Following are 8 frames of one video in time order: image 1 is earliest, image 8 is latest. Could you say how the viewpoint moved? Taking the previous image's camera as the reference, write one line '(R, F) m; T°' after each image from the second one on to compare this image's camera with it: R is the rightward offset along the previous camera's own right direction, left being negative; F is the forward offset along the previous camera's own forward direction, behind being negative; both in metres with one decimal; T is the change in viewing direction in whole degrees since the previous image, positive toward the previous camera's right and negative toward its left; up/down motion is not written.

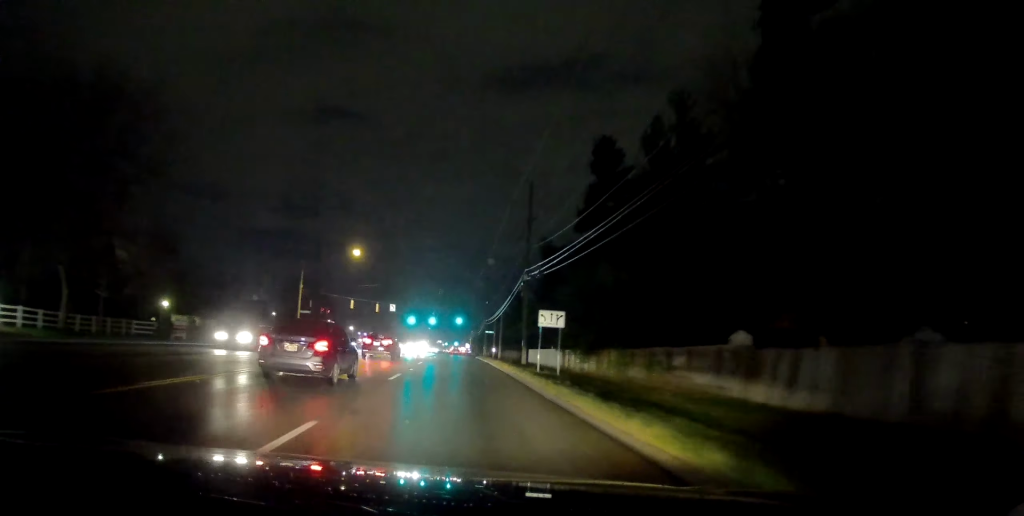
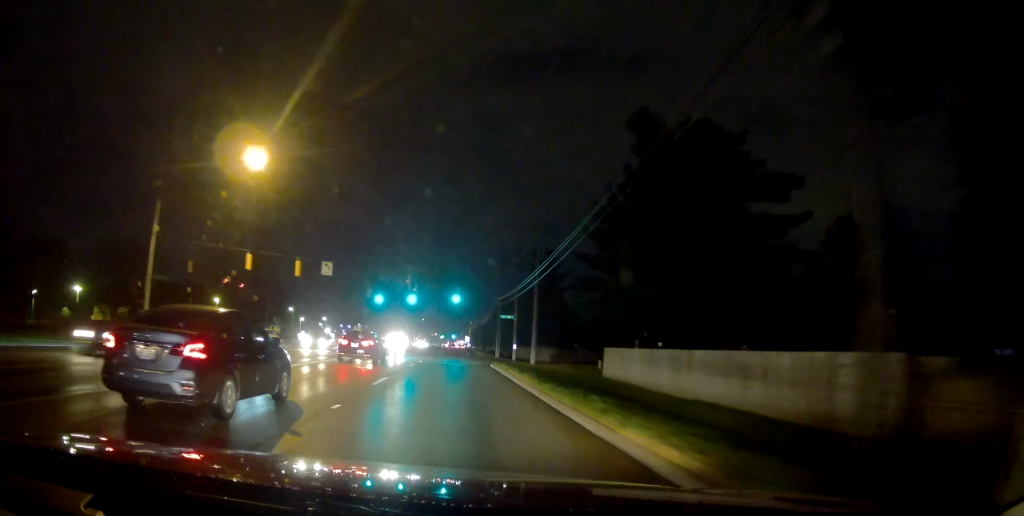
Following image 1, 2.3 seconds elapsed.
(+0.9, +37.3) m; +2°
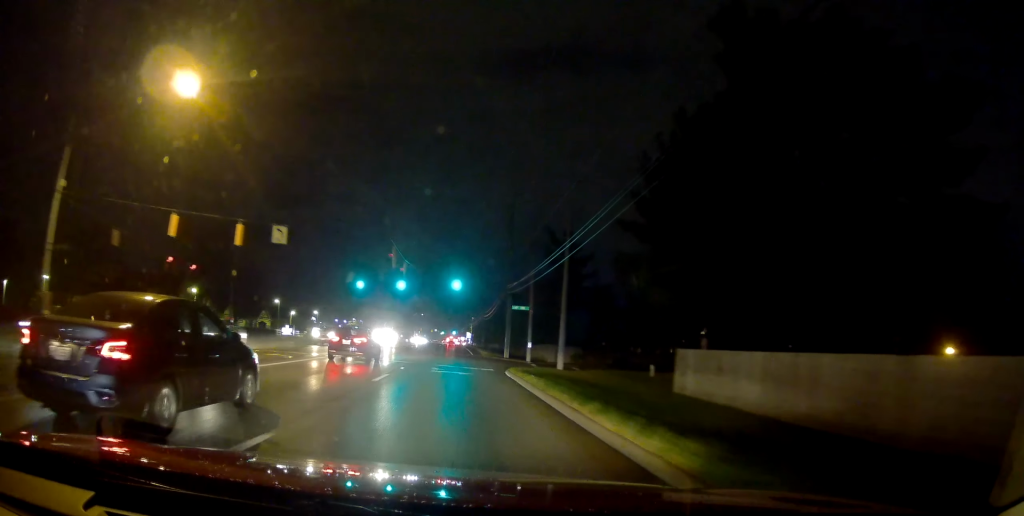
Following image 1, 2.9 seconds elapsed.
(+0.1, +11.4) m; -1°
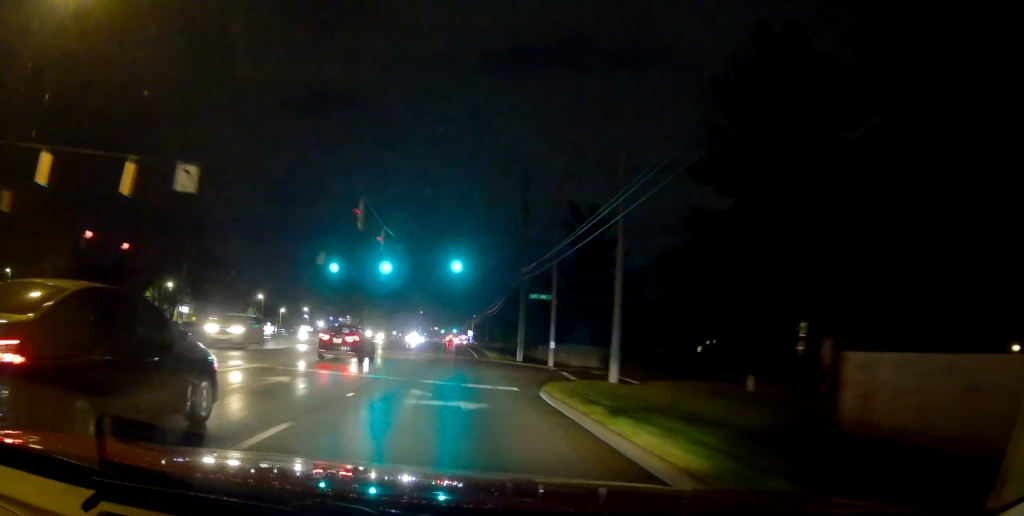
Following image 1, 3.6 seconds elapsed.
(-0.4, +11.1) m; +1°
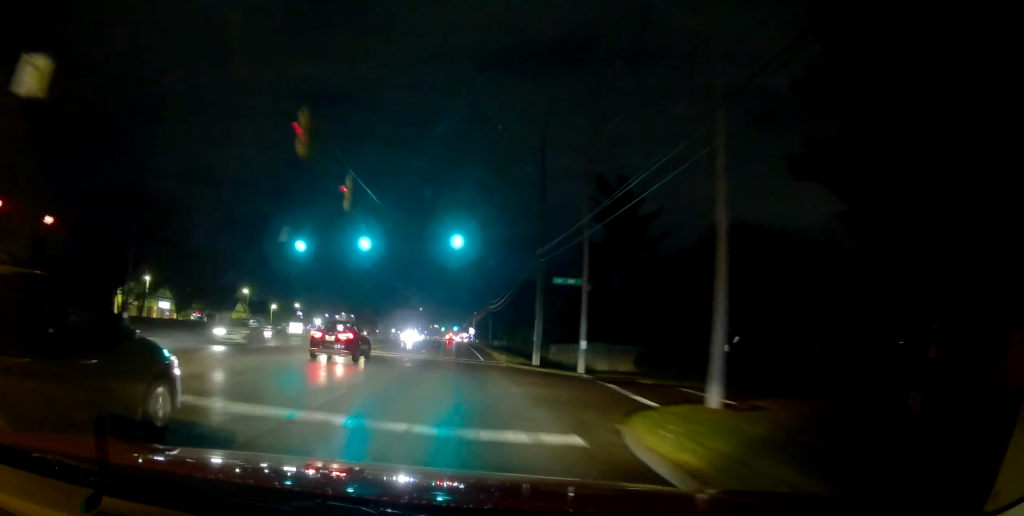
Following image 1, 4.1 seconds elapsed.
(+0.1, +8.7) m; 0°
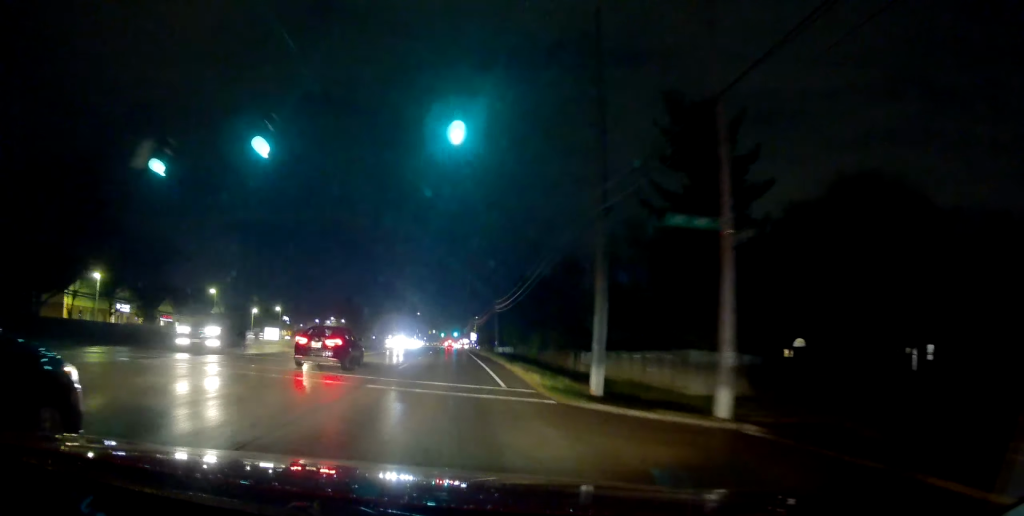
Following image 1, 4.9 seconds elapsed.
(+0.7, +14.9) m; -1°
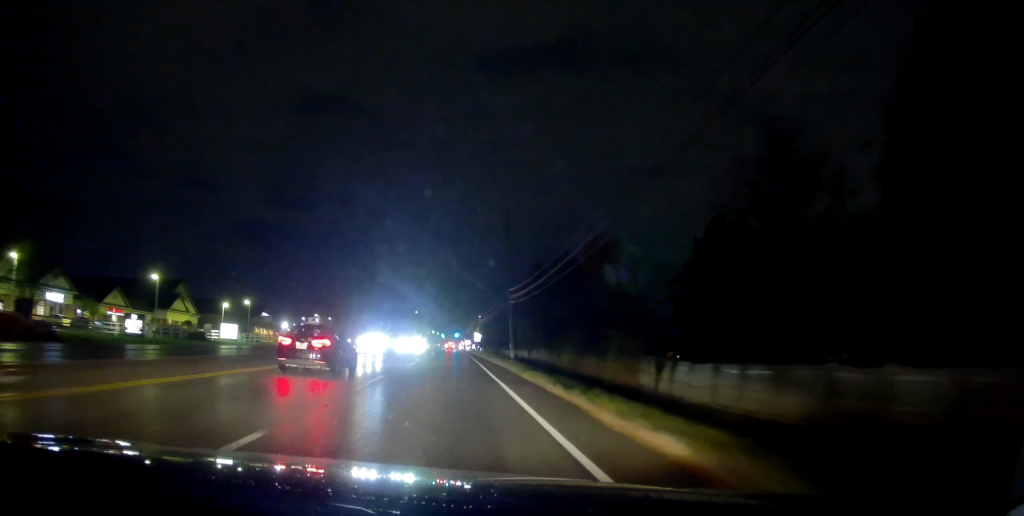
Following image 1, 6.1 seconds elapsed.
(-1.2, +19.9) m; -1°
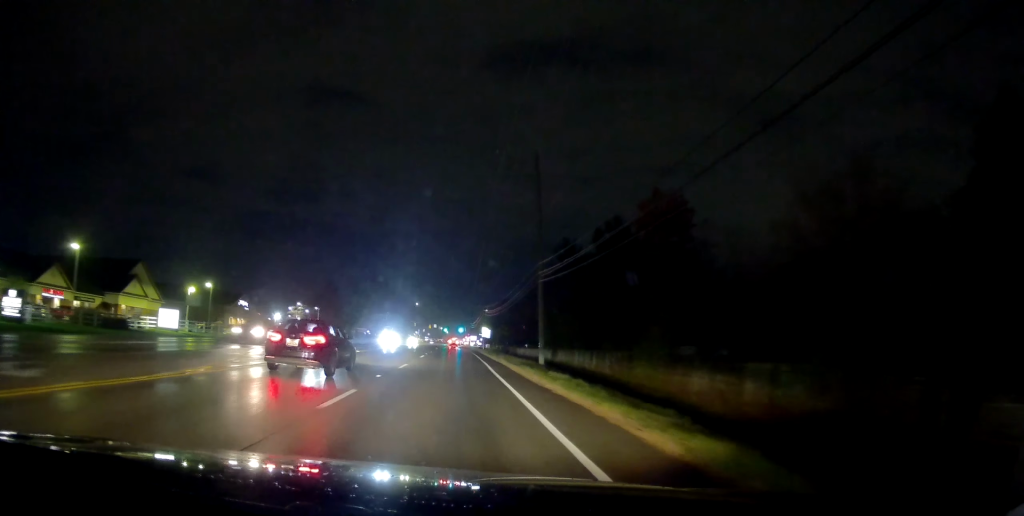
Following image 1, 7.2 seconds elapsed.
(+0.6, +18.7) m; 0°
